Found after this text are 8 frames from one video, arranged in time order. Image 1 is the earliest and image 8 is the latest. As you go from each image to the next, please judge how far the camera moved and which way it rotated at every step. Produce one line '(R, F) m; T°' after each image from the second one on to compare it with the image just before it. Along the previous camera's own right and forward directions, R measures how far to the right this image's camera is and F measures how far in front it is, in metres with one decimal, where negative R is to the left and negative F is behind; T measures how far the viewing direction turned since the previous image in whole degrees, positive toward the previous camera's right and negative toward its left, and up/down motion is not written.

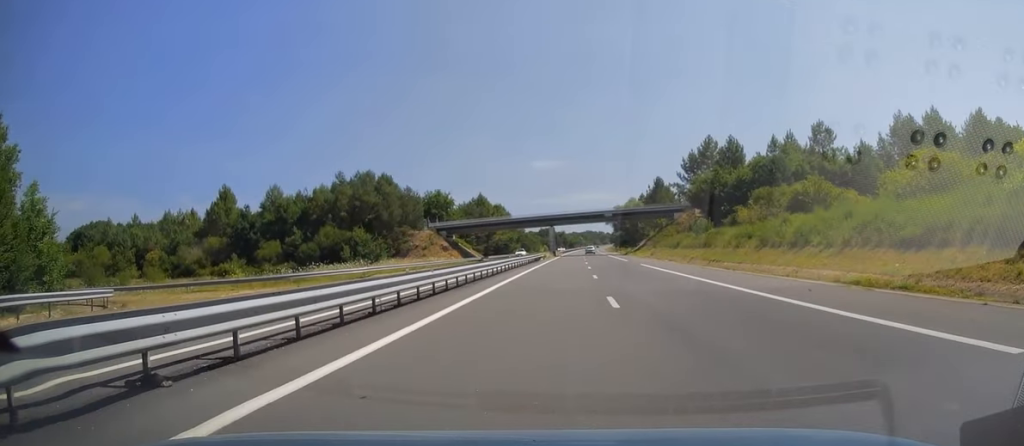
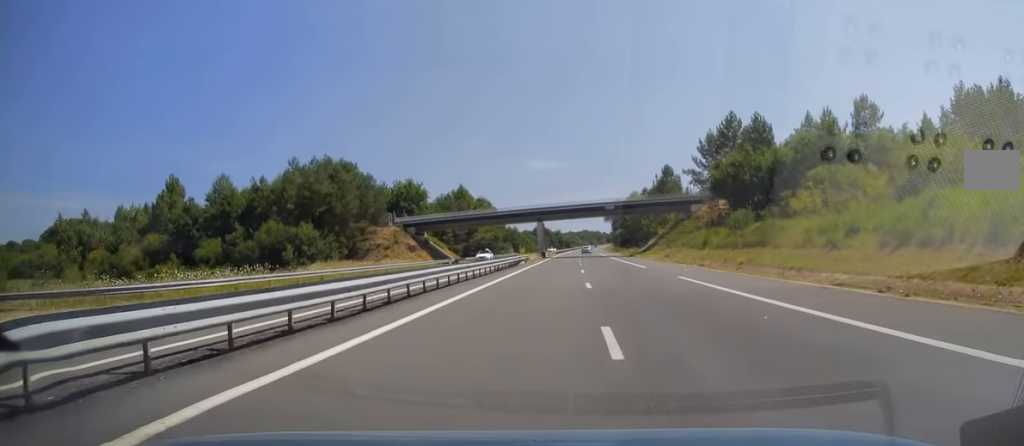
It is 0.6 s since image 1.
(0.0, +19.6) m; 0°
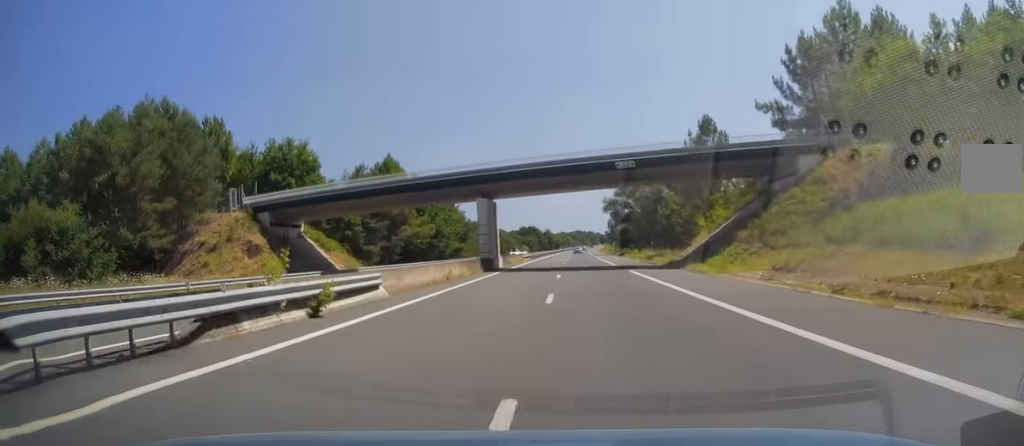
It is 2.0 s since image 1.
(+0.4, +44.4) m; +1°
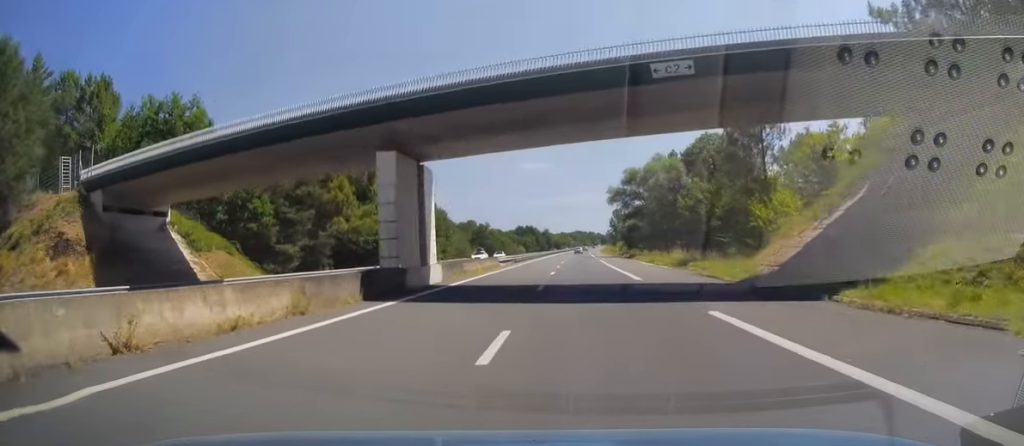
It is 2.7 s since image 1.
(0.0, +21.2) m; 0°
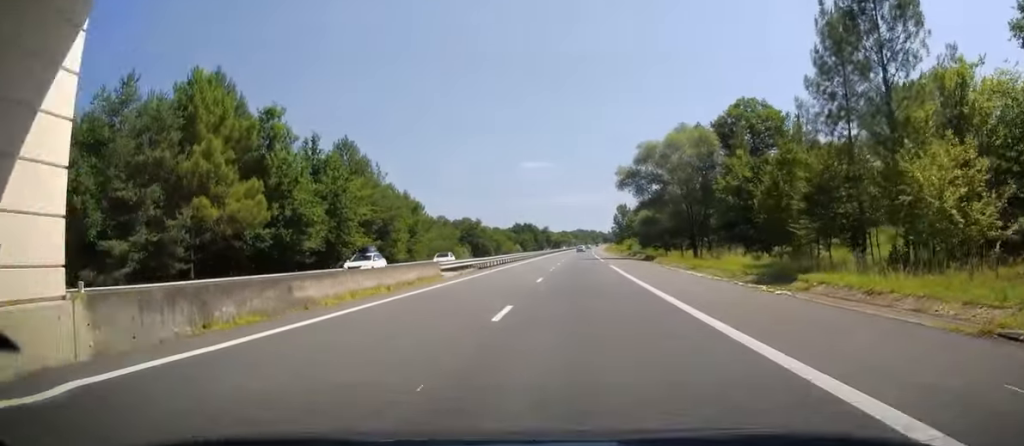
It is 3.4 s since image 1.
(0.0, +21.6) m; 0°
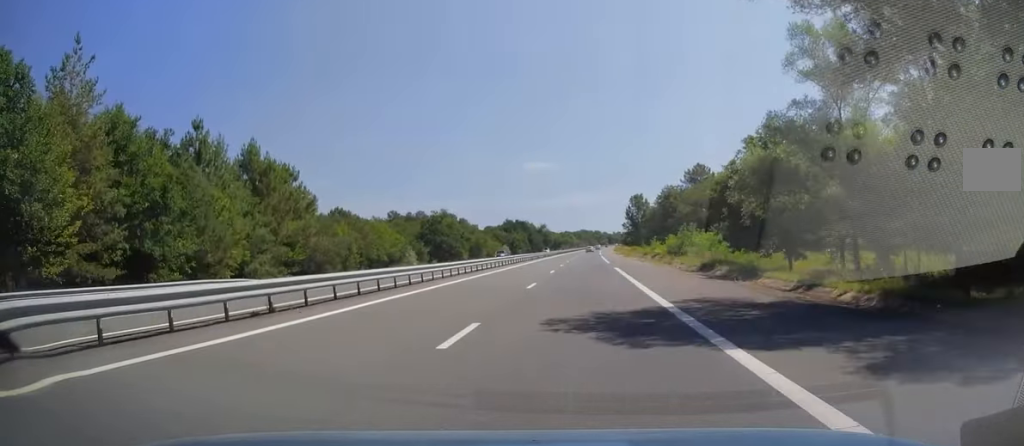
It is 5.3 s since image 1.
(+0.1, +55.2) m; +1°
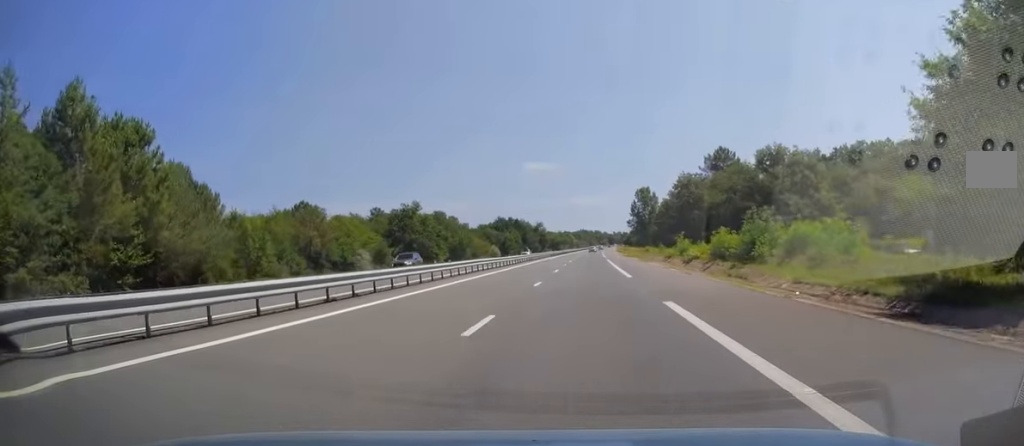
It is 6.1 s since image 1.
(+0.2, +24.8) m; 0°
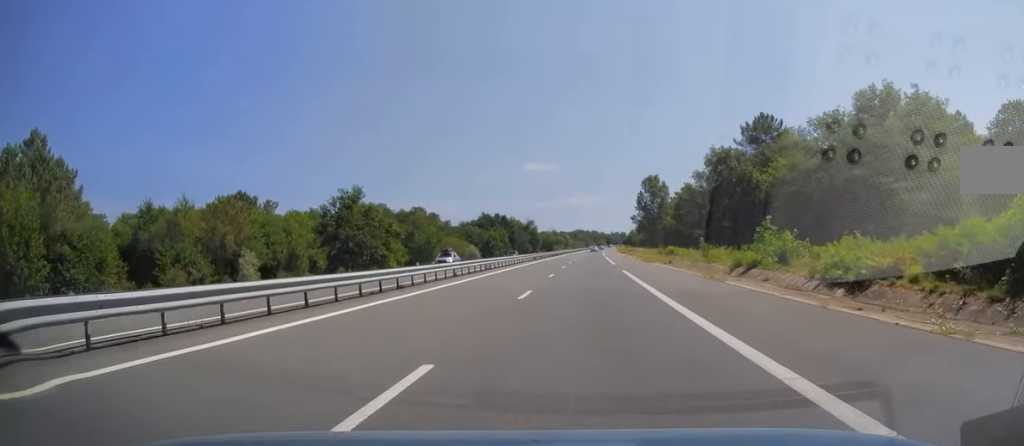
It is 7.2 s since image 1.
(-0.3, +31.6) m; 0°
